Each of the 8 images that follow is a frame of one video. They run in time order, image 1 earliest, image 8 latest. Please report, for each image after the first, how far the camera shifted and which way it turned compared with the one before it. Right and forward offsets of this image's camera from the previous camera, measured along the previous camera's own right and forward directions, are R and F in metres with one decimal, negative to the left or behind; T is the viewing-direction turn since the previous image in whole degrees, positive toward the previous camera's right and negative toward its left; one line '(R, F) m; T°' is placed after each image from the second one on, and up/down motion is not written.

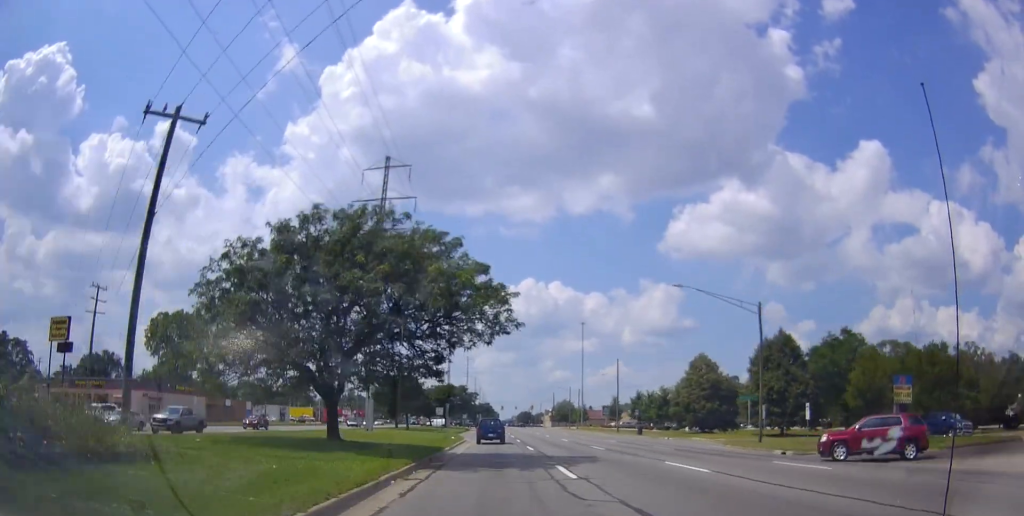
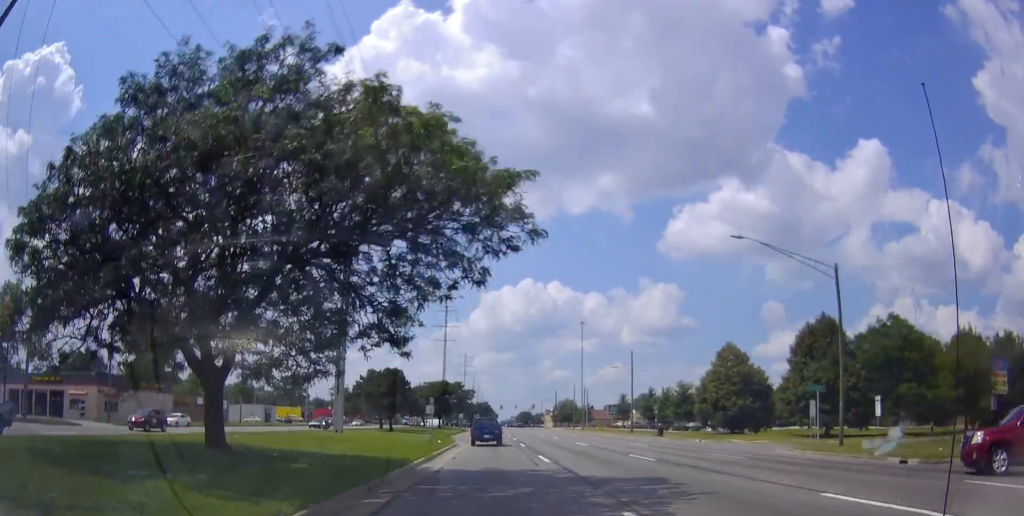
(-0.1, +10.9) m; 0°
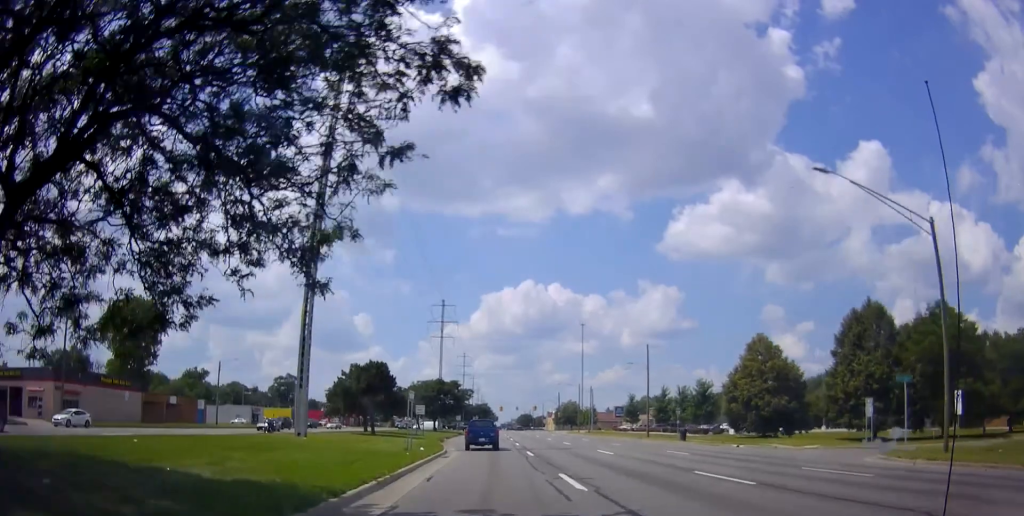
(-0.3, +9.5) m; 0°
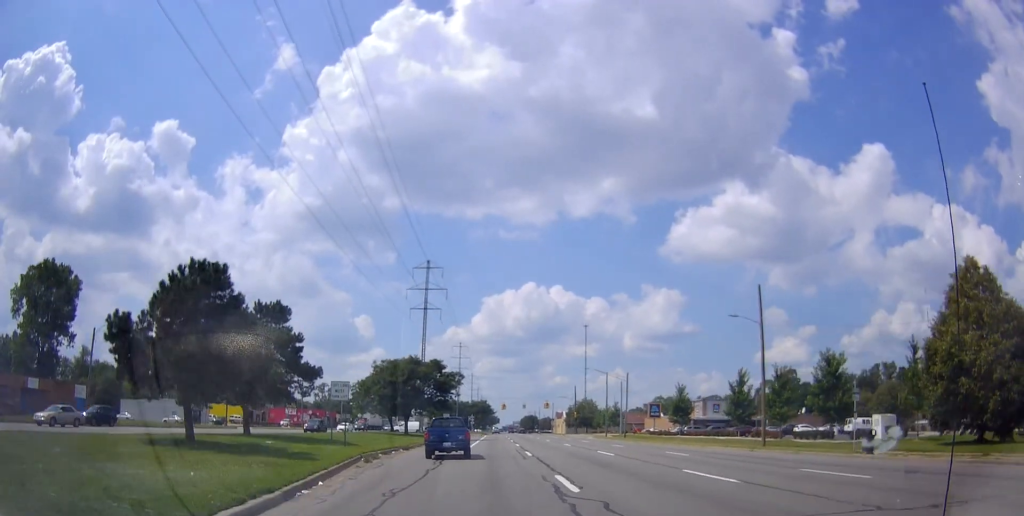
(+1.0, +31.9) m; +2°
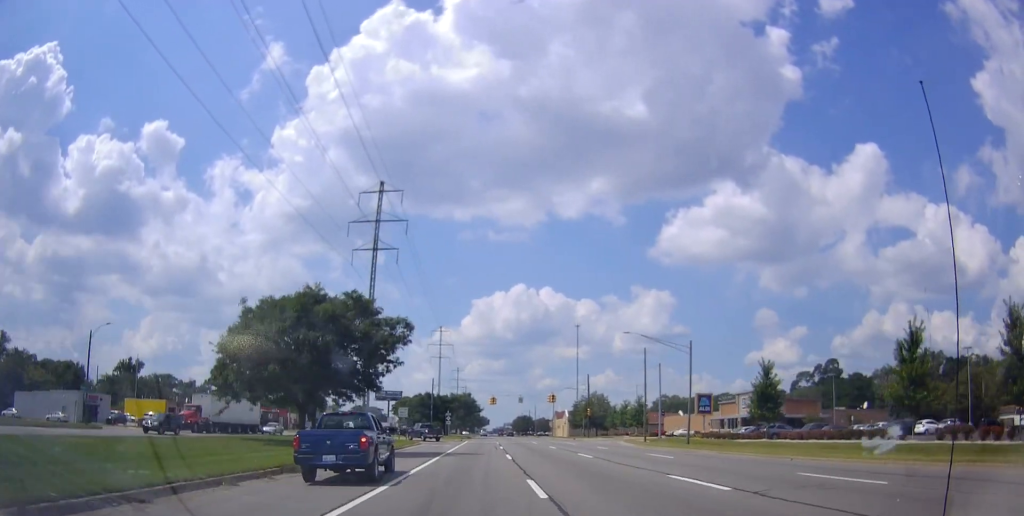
(-0.3, +30.9) m; -3°
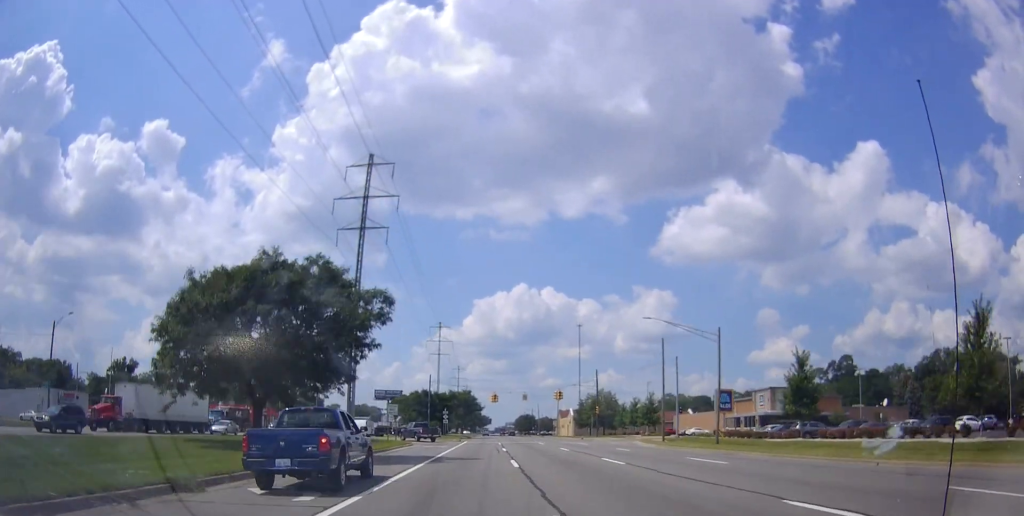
(-0.2, +6.5) m; -1°
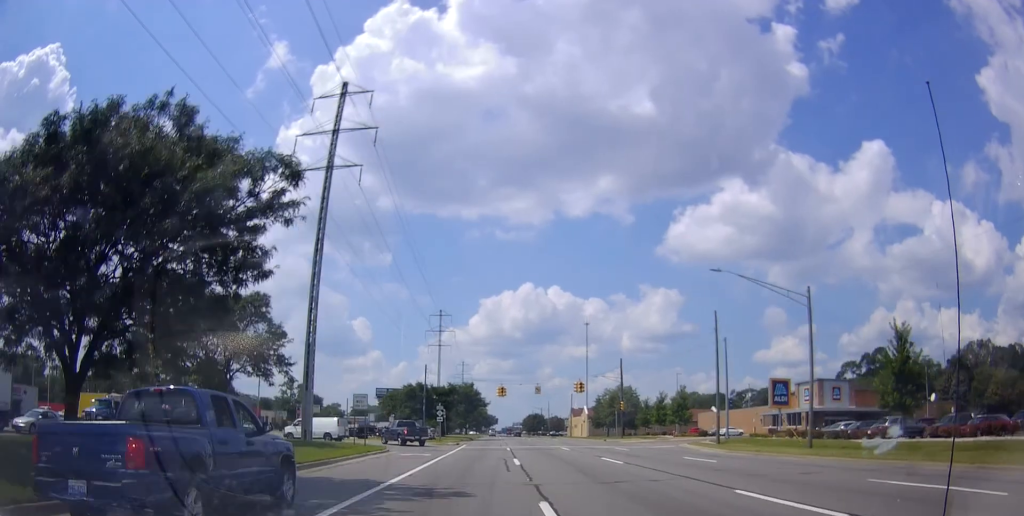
(-0.1, +13.0) m; 0°
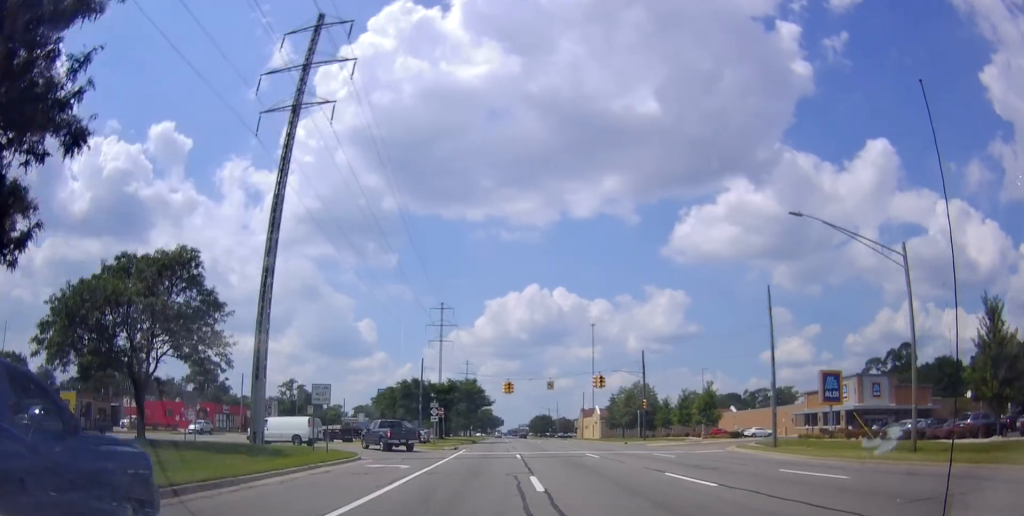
(-0.1, +8.6) m; +1°
